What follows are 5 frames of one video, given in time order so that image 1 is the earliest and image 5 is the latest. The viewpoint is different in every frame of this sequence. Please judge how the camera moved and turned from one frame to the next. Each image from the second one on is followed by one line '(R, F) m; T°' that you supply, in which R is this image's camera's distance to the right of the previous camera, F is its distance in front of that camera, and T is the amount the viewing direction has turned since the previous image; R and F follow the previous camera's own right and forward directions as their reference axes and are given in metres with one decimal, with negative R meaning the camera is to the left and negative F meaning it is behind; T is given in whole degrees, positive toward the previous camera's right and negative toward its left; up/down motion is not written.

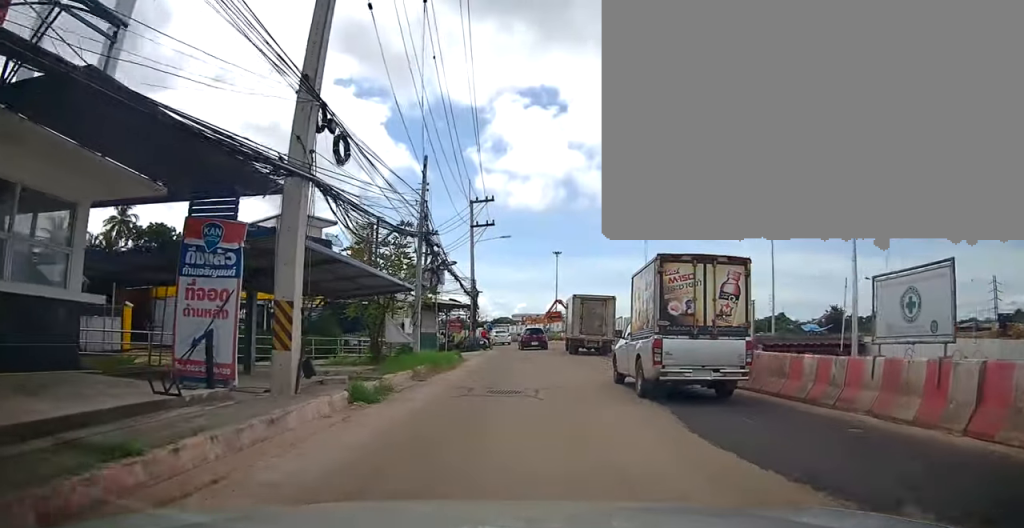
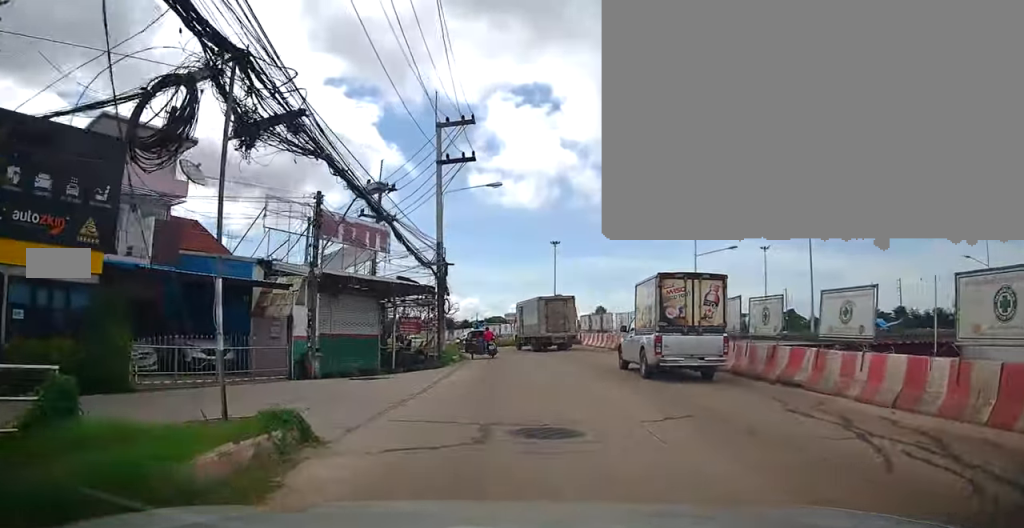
(+0.2, +17.9) m; +6°
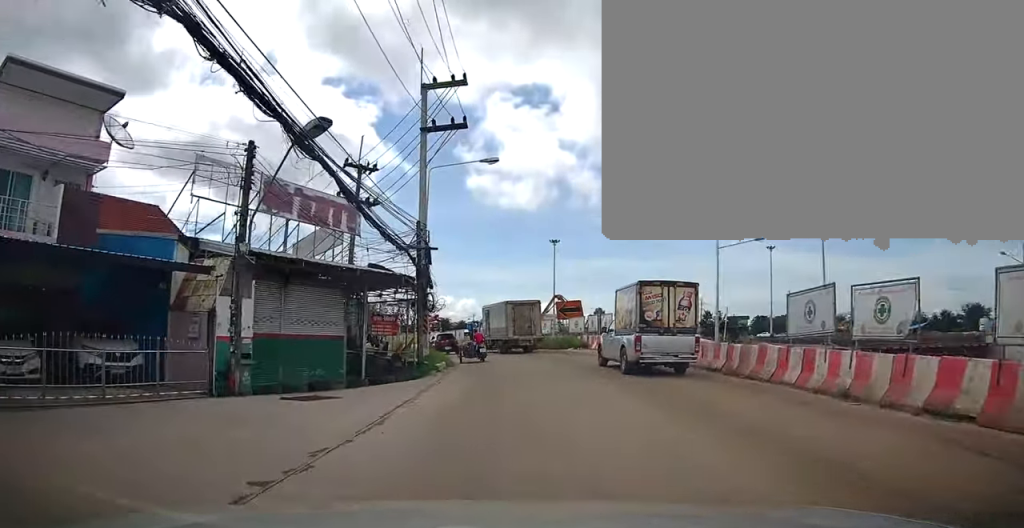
(+0.6, +5.3) m; +1°
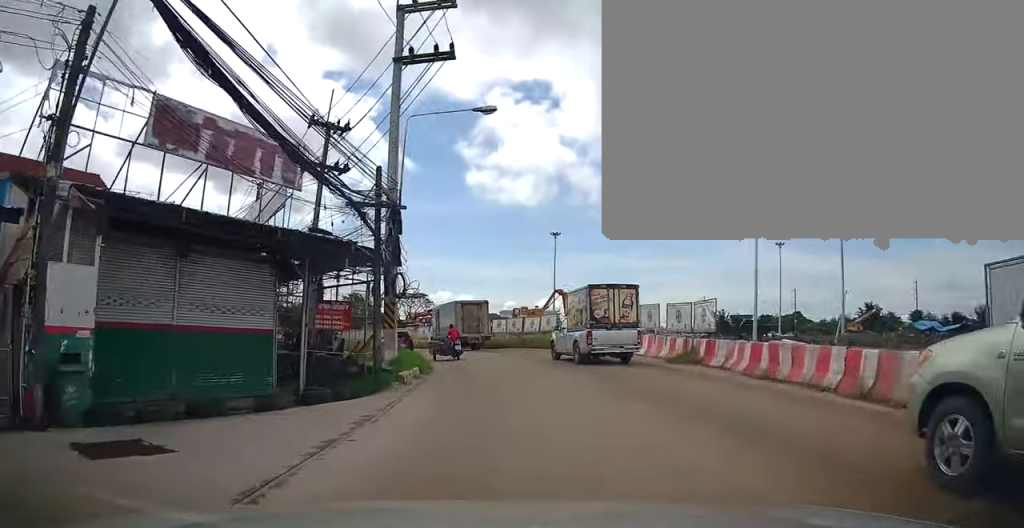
(-0.6, +6.3) m; -5°
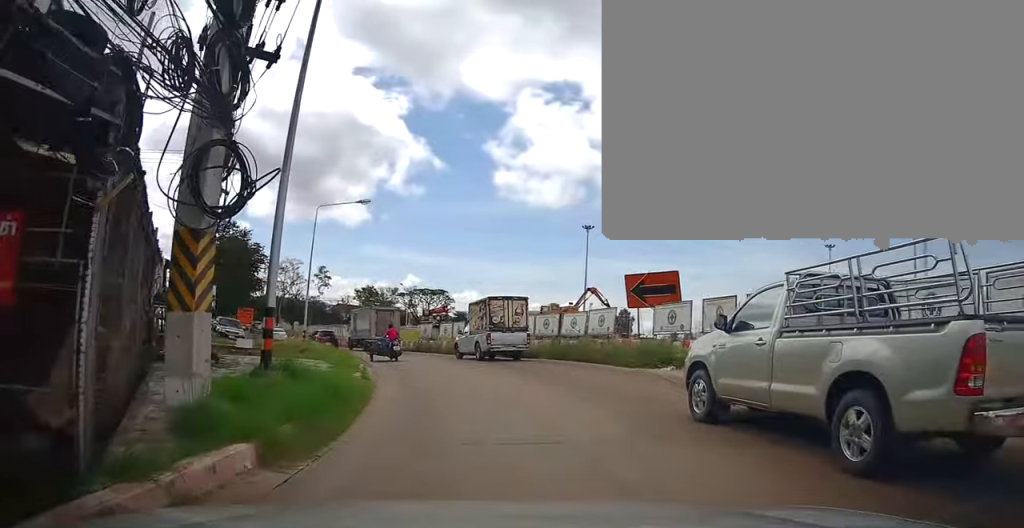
(-0.1, +11.6) m; 0°
